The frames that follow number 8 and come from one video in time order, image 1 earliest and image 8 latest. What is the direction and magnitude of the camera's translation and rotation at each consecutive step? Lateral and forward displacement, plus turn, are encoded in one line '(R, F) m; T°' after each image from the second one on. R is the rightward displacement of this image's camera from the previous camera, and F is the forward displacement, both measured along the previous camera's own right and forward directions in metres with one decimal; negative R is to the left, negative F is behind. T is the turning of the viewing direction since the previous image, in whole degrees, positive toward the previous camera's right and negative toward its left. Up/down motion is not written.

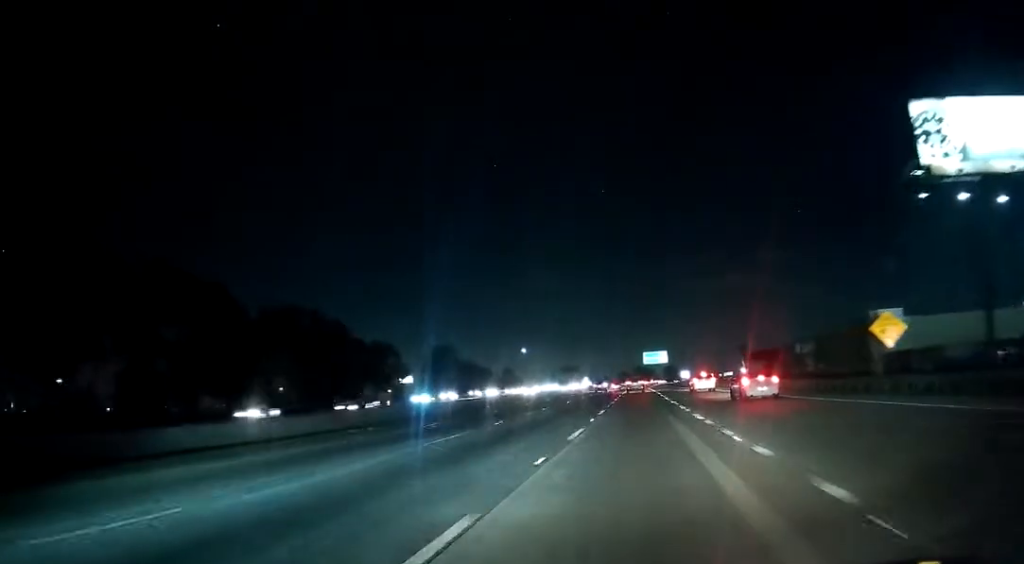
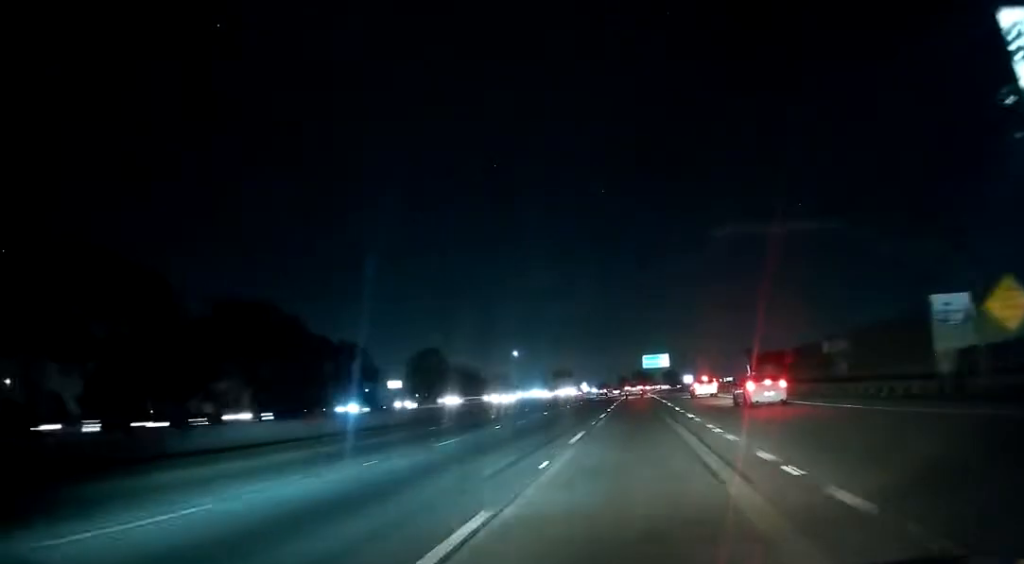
(0.0, +13.9) m; 0°
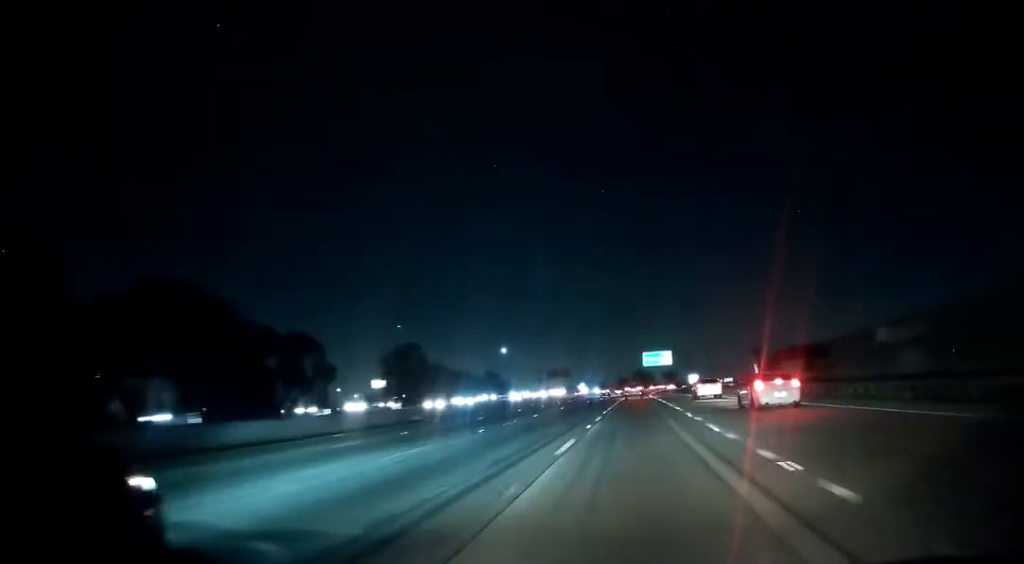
(0.0, +18.7) m; 0°
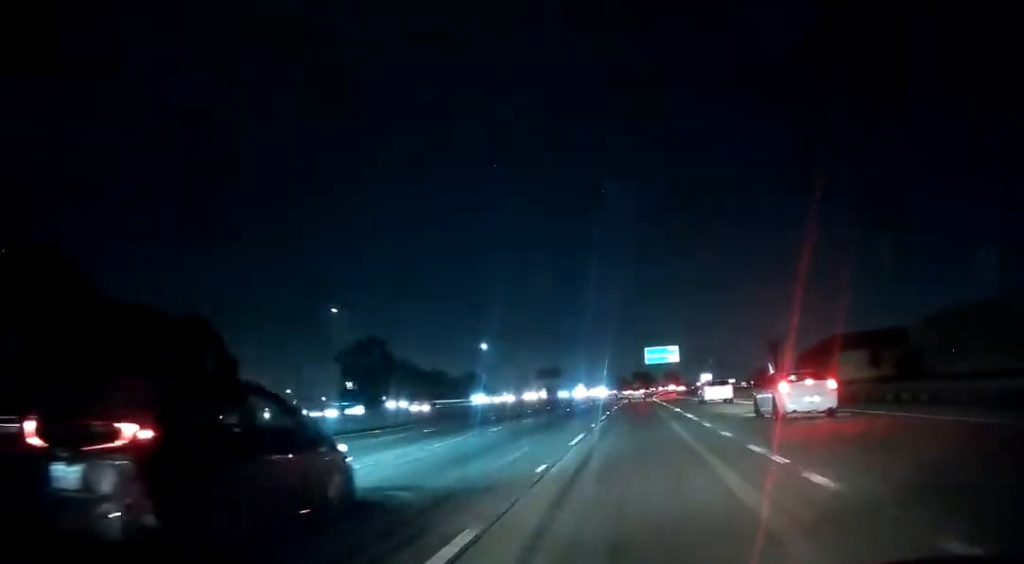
(0.0, +26.6) m; 0°
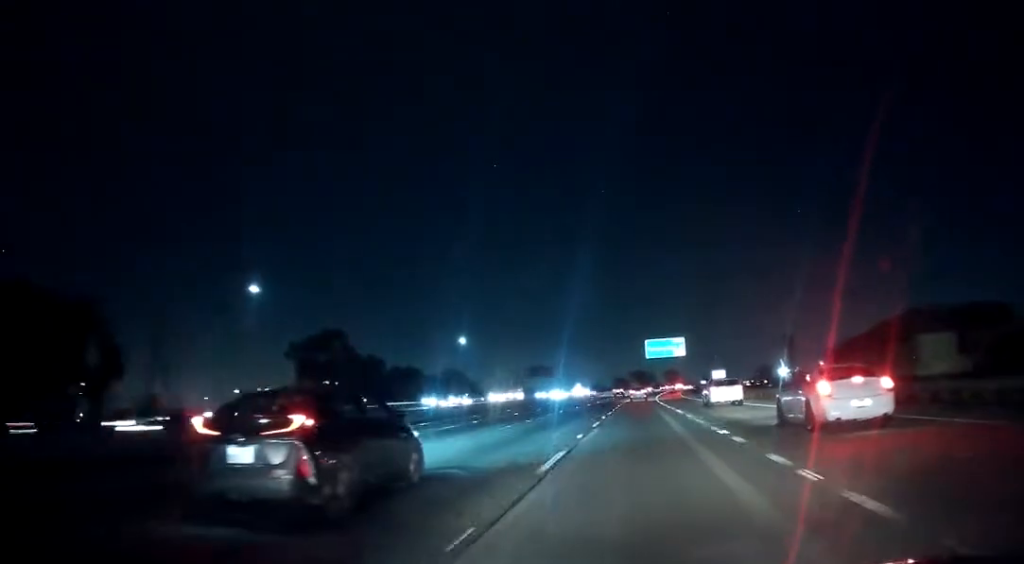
(0.0, +19.7) m; 0°
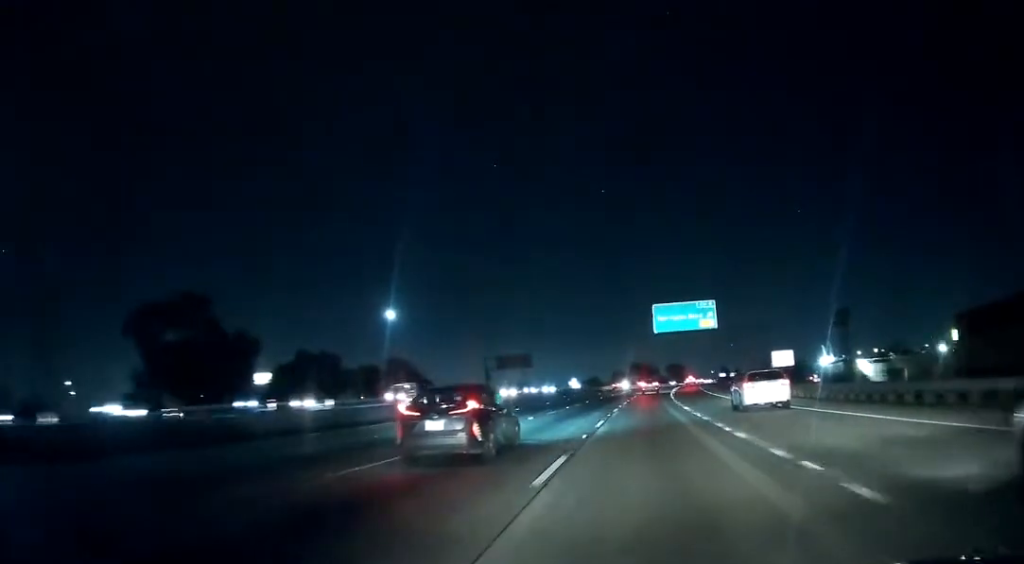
(0.0, +46.4) m; 0°
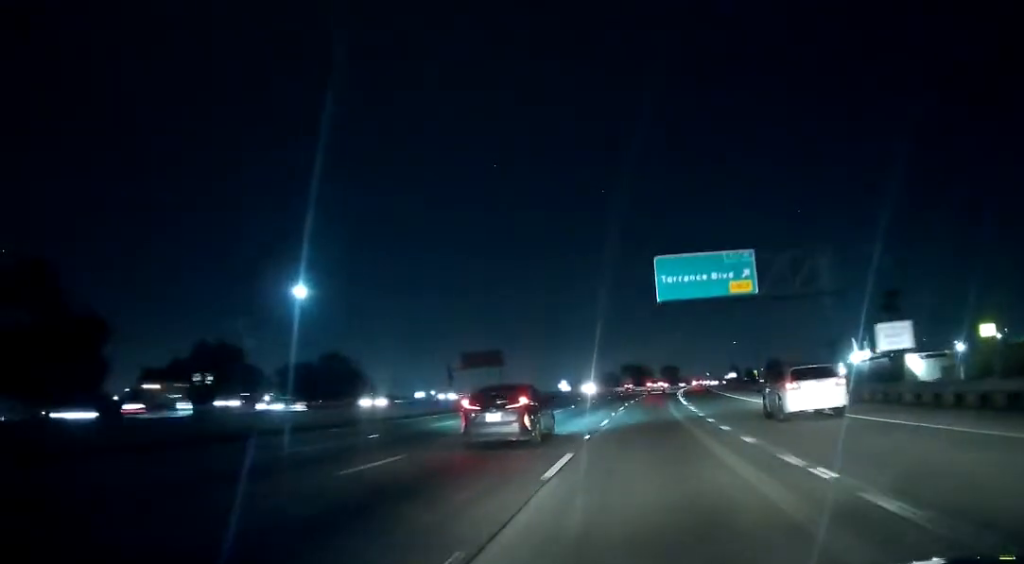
(0.0, +27.5) m; 0°
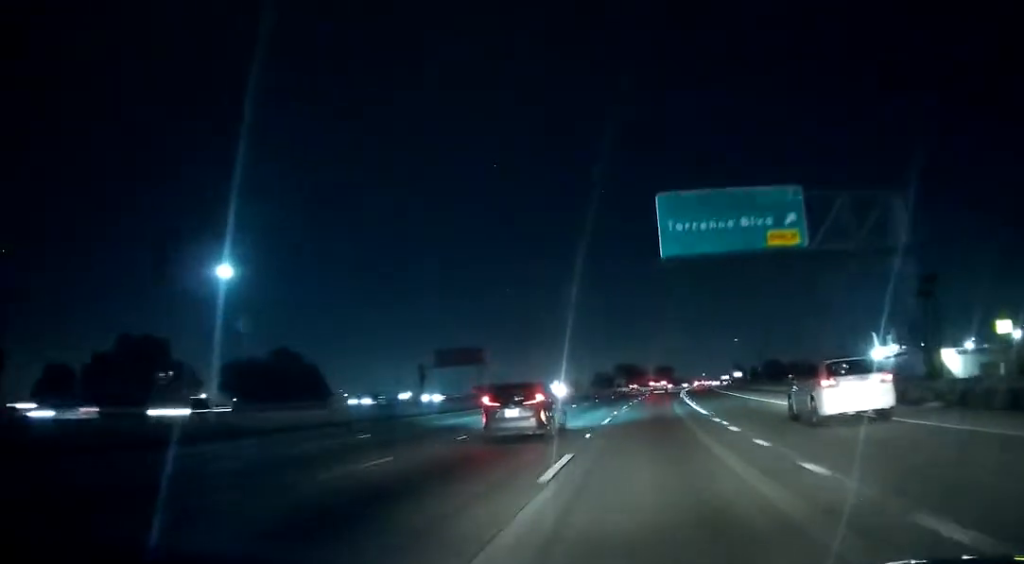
(0.0, +14.8) m; 0°
